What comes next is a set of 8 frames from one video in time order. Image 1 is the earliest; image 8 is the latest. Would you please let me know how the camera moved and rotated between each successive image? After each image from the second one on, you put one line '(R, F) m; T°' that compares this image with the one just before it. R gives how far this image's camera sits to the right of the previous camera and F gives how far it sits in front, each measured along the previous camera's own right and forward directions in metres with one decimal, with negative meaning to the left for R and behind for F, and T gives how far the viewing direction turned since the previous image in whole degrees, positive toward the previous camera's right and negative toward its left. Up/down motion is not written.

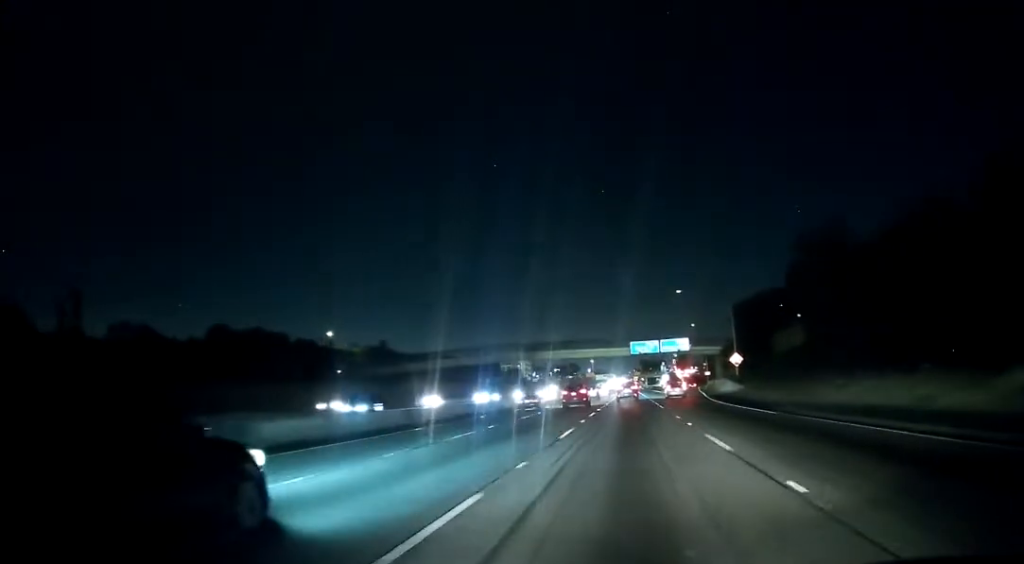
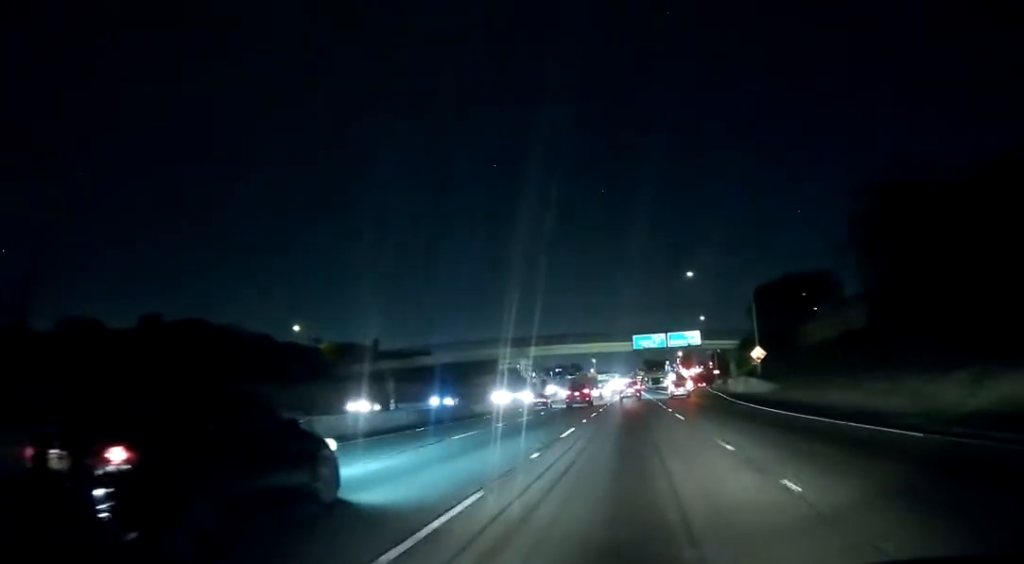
(0.0, +15.2) m; 0°
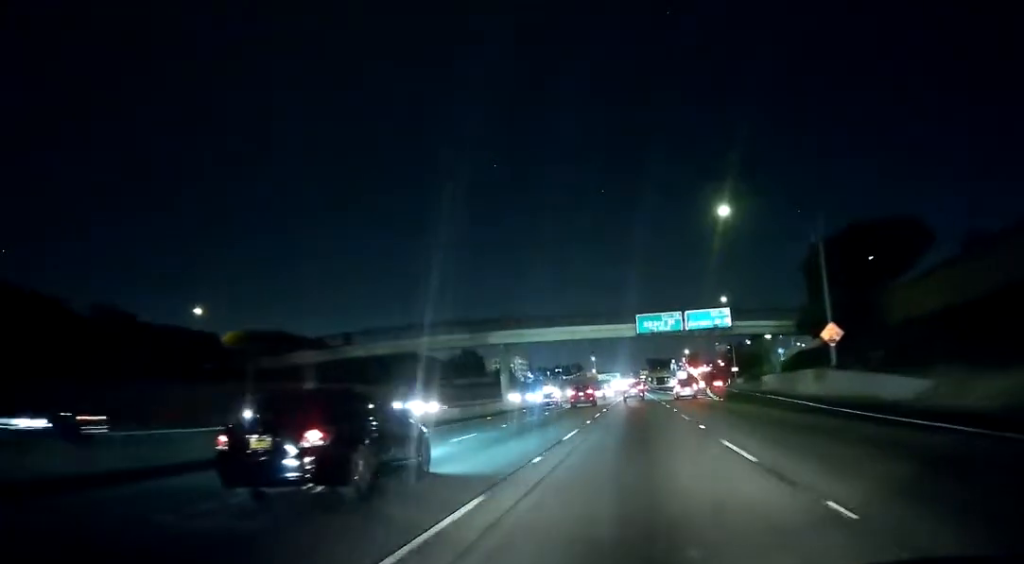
(0.0, +29.4) m; -1°
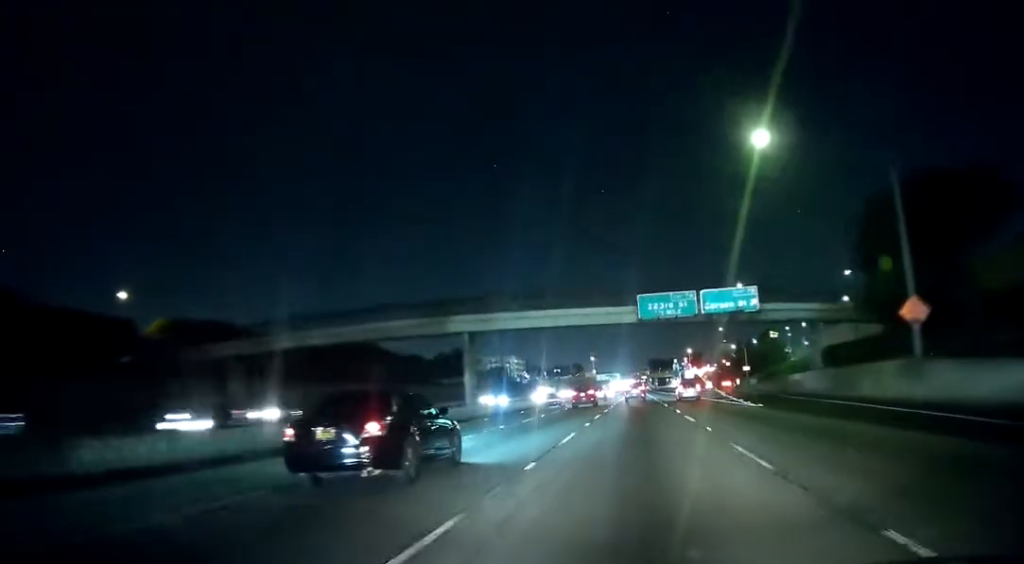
(-0.1, +15.3) m; 0°
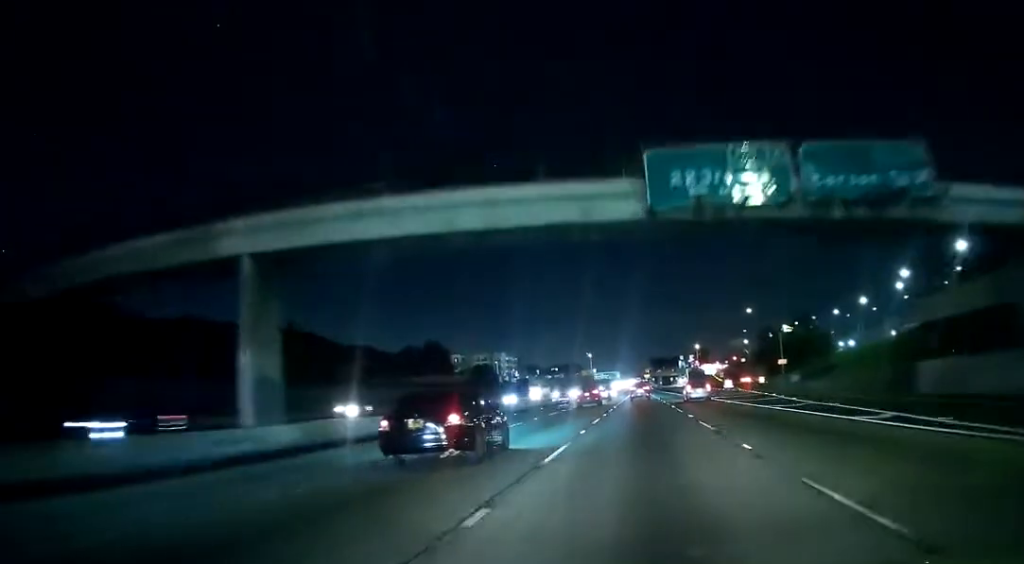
(-0.1, +34.9) m; +1°
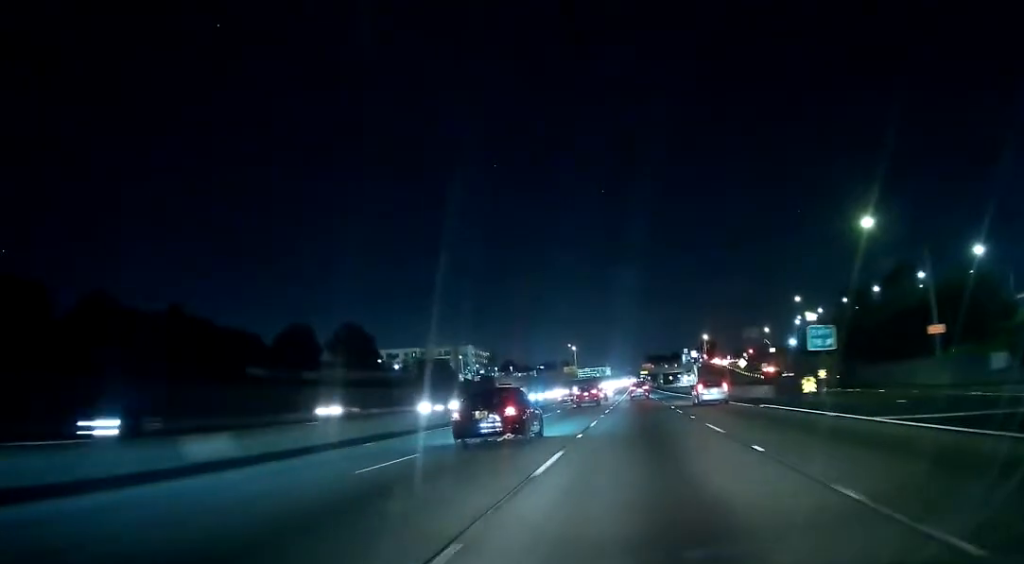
(+0.6, +59.5) m; +1°
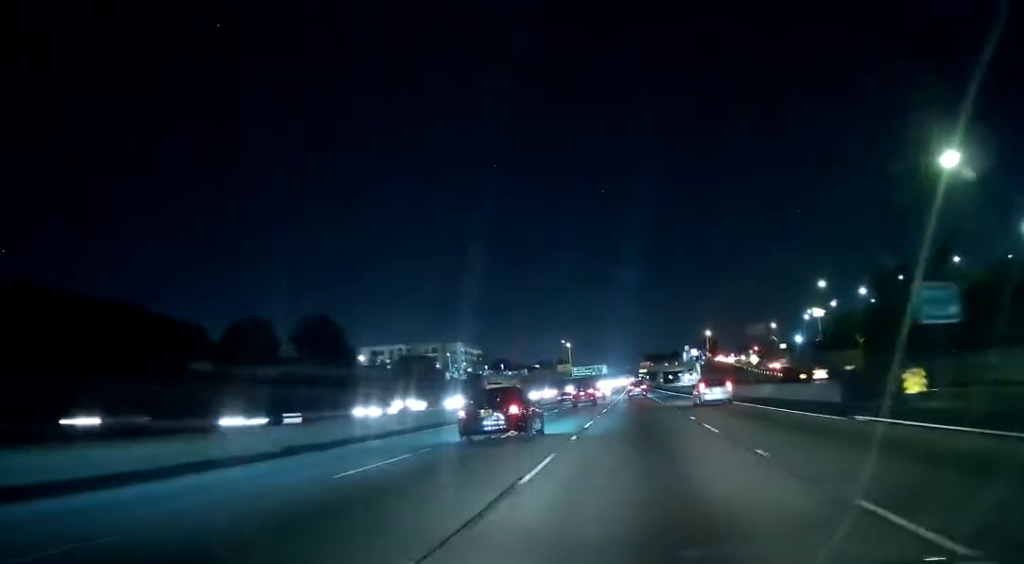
(0.0, +16.3) m; 0°
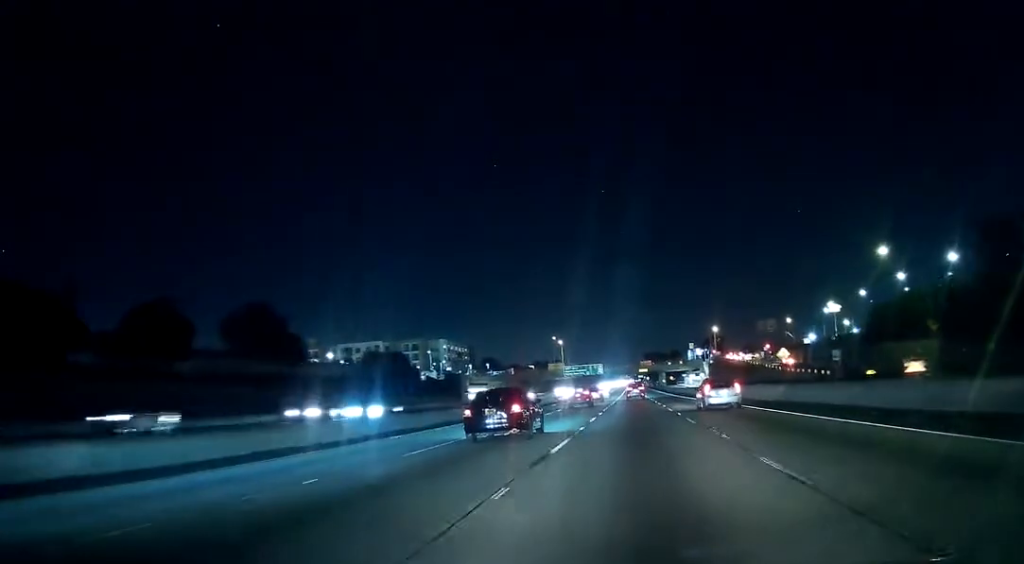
(0.0, +25.0) m; 0°
